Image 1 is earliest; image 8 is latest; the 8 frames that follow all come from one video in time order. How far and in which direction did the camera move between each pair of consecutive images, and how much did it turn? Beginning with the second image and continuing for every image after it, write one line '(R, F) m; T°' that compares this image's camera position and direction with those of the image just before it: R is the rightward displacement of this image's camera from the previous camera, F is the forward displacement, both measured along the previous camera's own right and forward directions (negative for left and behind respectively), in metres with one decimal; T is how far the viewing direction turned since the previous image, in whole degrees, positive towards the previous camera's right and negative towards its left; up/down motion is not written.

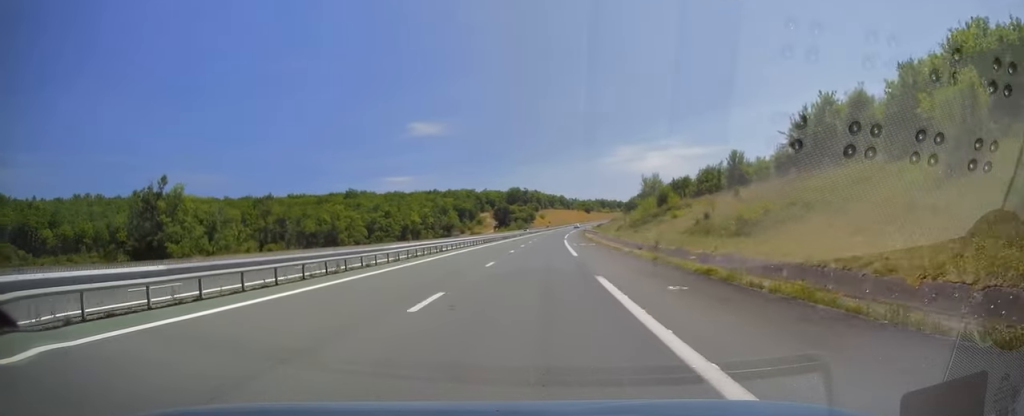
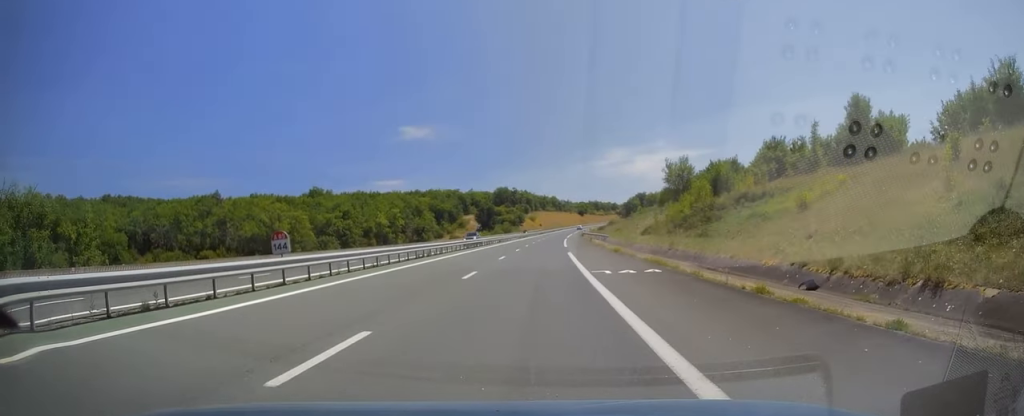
(+0.5, +31.0) m; +1°
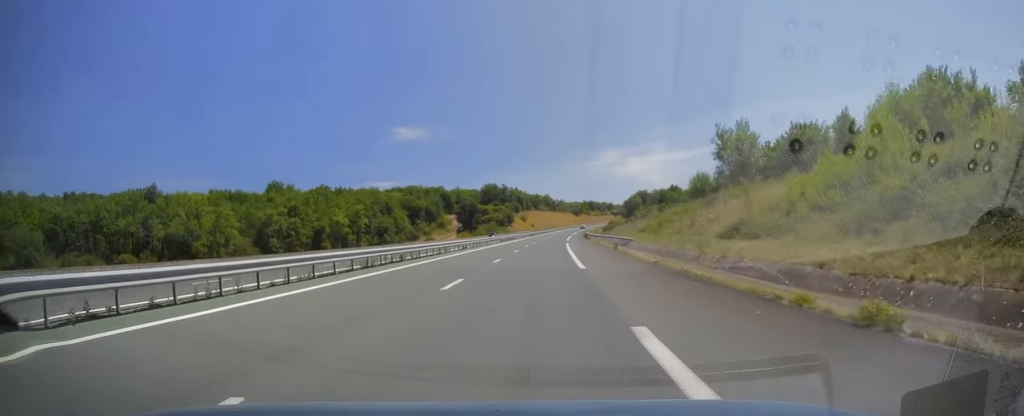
(+0.1, +29.5) m; +1°
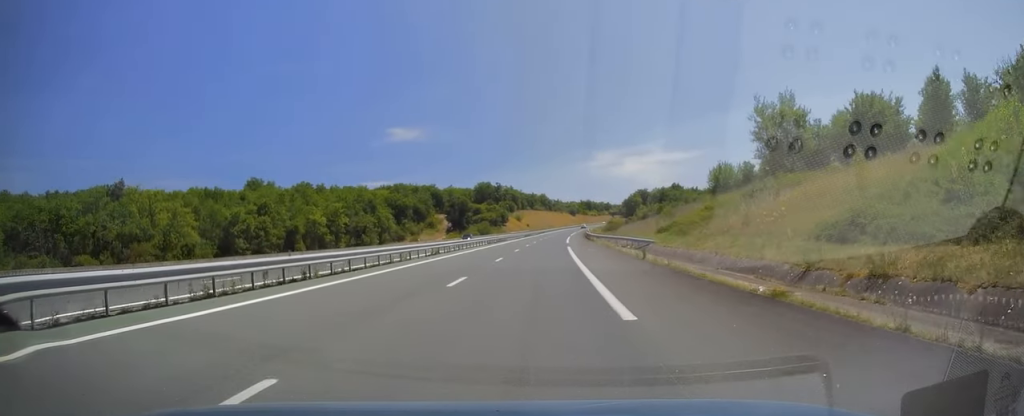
(+0.2, +12.3) m; 0°
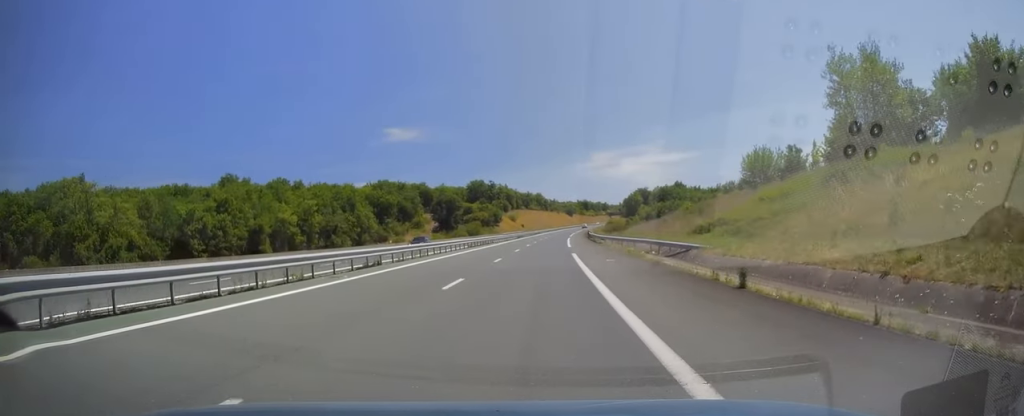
(+0.1, +13.7) m; 0°
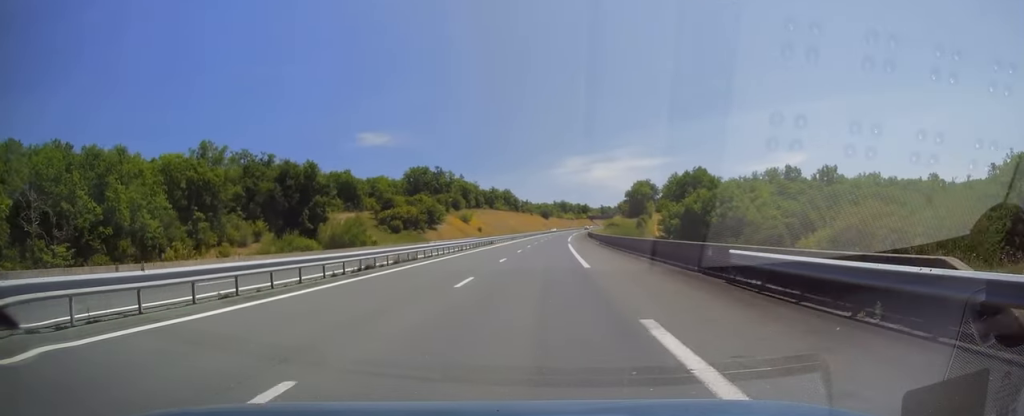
(+0.6, +76.6) m; +2°
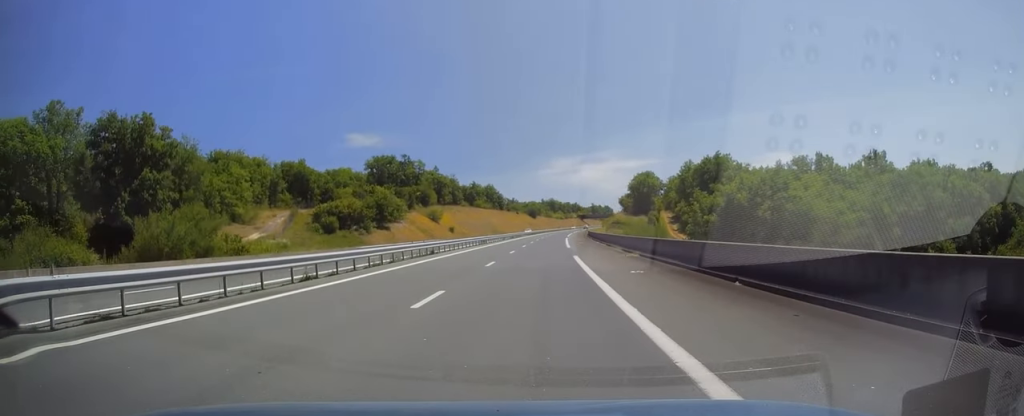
(+0.5, +30.3) m; +2°
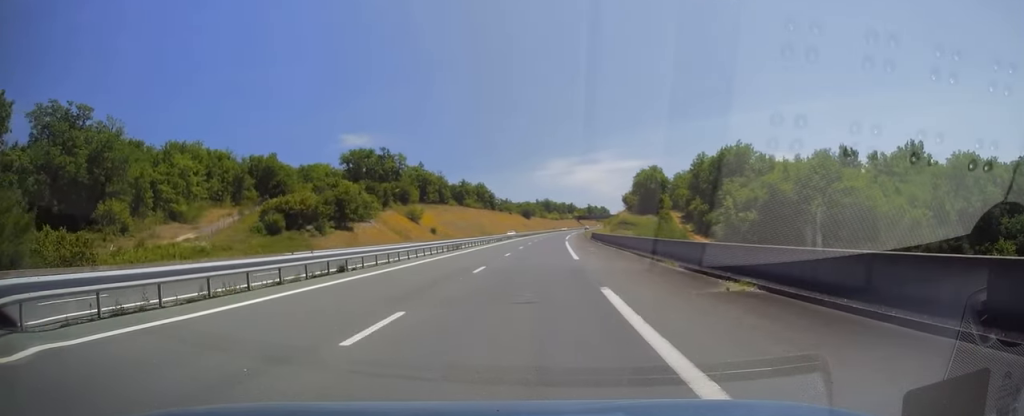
(+0.1, +16.6) m; +1°
